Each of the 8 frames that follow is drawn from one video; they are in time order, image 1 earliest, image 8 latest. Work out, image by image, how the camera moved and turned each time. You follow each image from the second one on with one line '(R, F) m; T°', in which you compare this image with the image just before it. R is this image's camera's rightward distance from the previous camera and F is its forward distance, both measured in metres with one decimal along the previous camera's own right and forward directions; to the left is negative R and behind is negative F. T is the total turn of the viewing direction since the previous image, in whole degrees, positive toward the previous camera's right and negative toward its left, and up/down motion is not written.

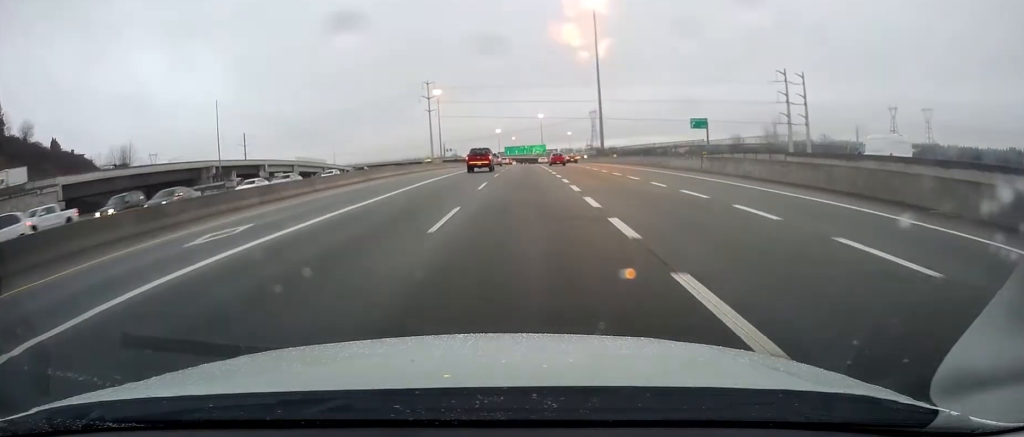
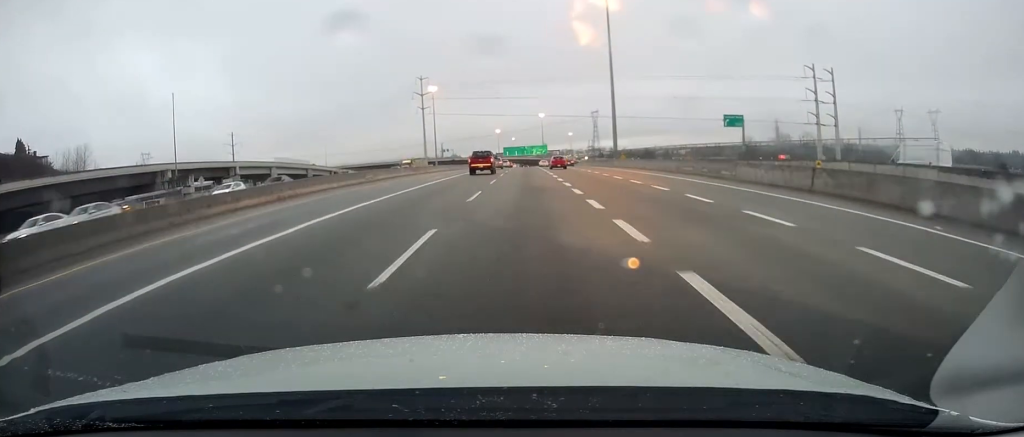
(+0.2, +18.0) m; 0°
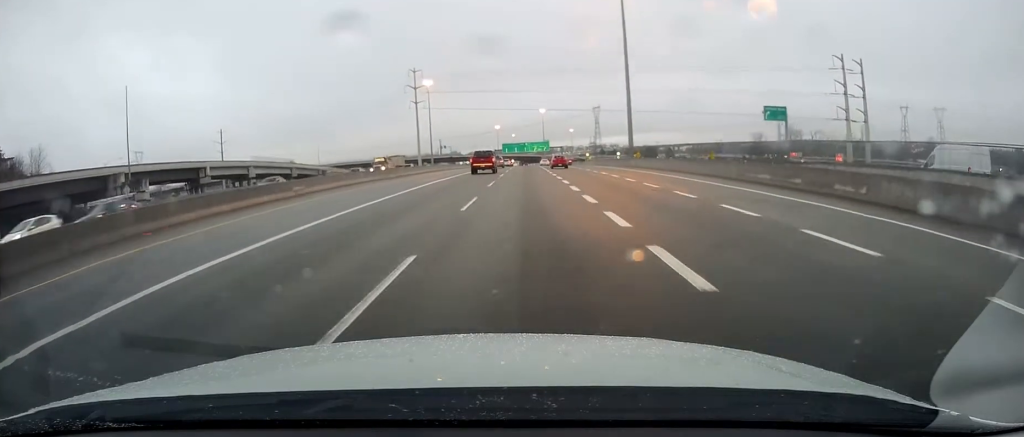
(+0.2, +15.3) m; 0°
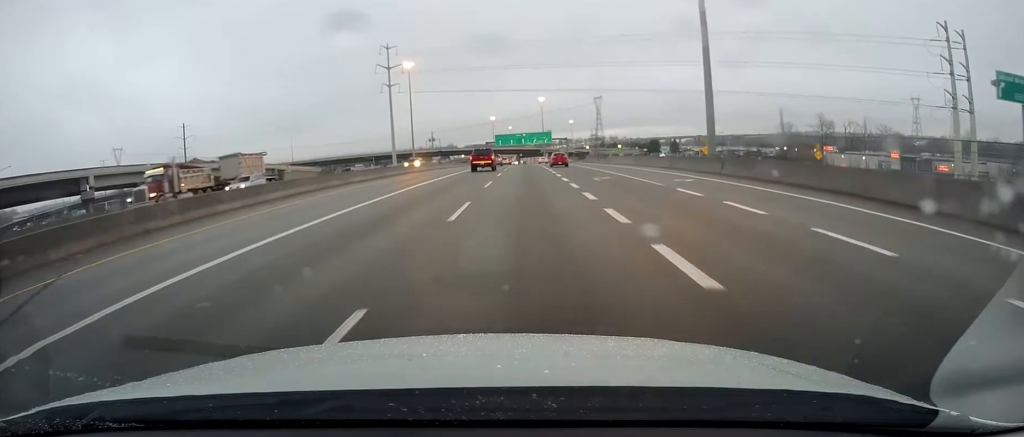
(-0.1, +40.9) m; 0°
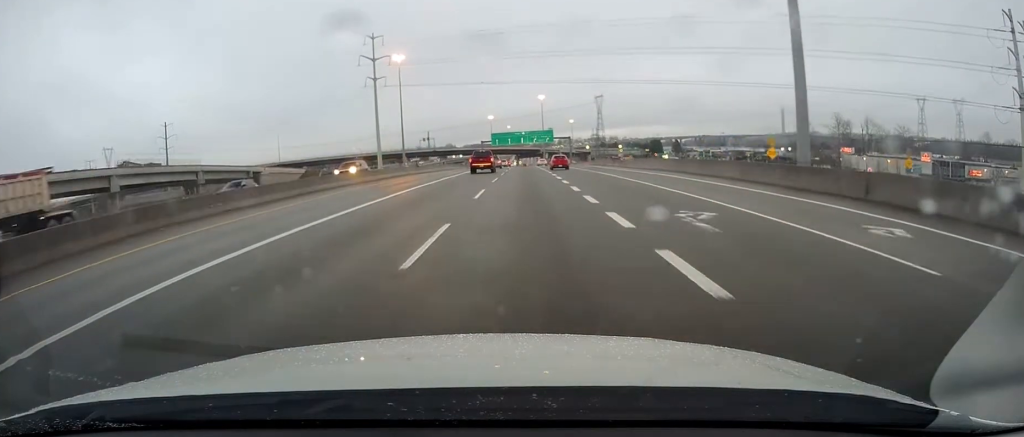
(0.0, +18.4) m; 0°
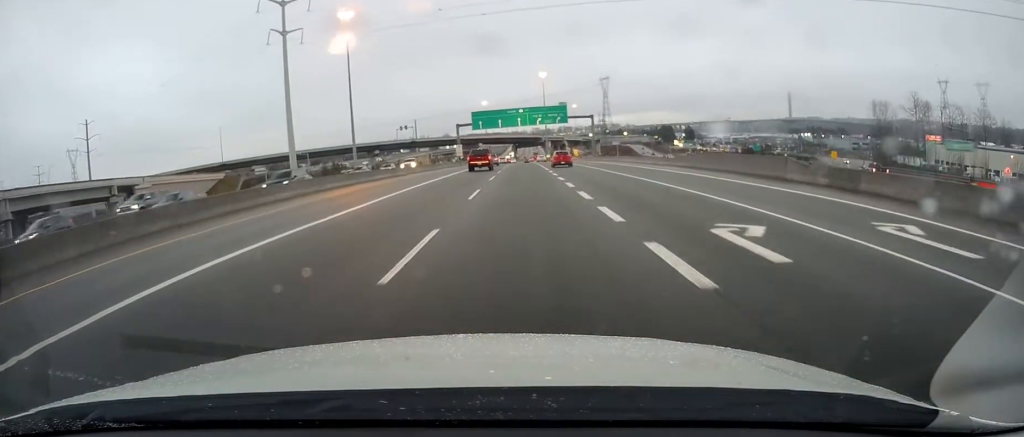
(+0.6, +65.6) m; +1°
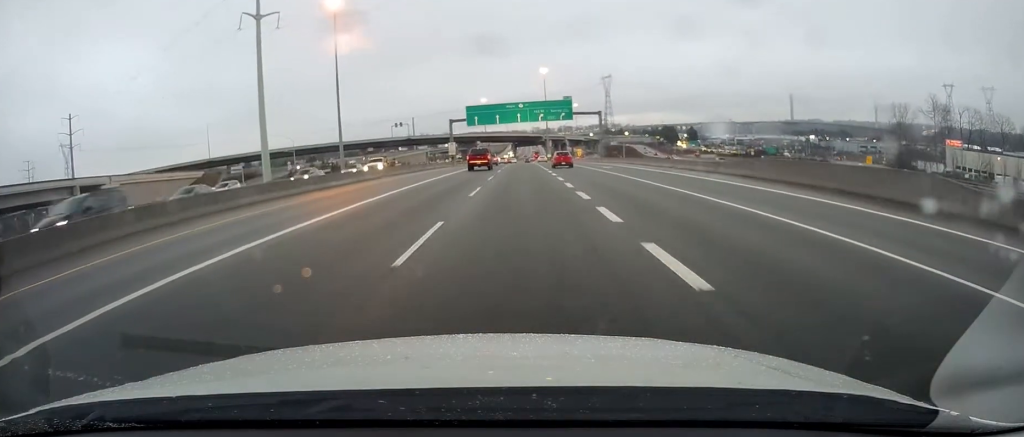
(-0.1, +12.0) m; 0°
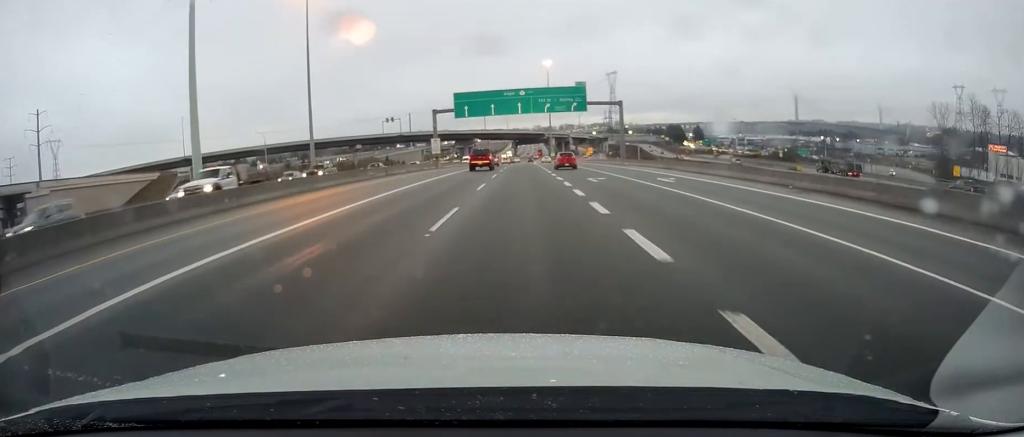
(+0.4, +22.1) m; 0°
